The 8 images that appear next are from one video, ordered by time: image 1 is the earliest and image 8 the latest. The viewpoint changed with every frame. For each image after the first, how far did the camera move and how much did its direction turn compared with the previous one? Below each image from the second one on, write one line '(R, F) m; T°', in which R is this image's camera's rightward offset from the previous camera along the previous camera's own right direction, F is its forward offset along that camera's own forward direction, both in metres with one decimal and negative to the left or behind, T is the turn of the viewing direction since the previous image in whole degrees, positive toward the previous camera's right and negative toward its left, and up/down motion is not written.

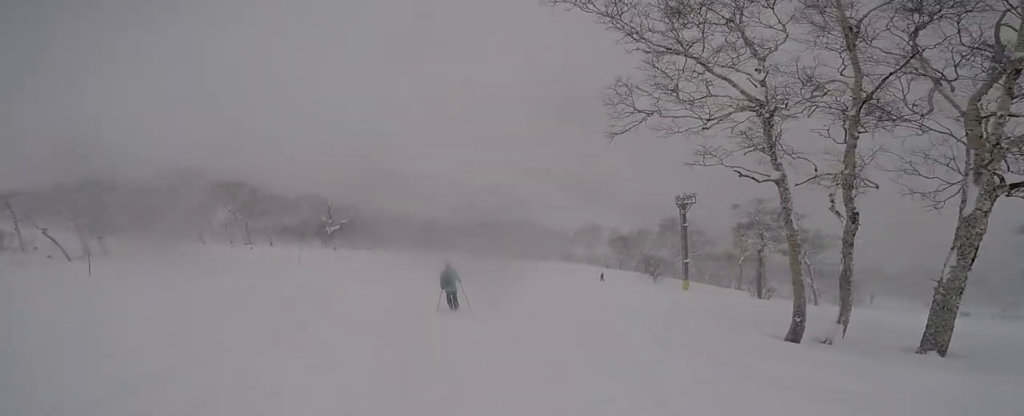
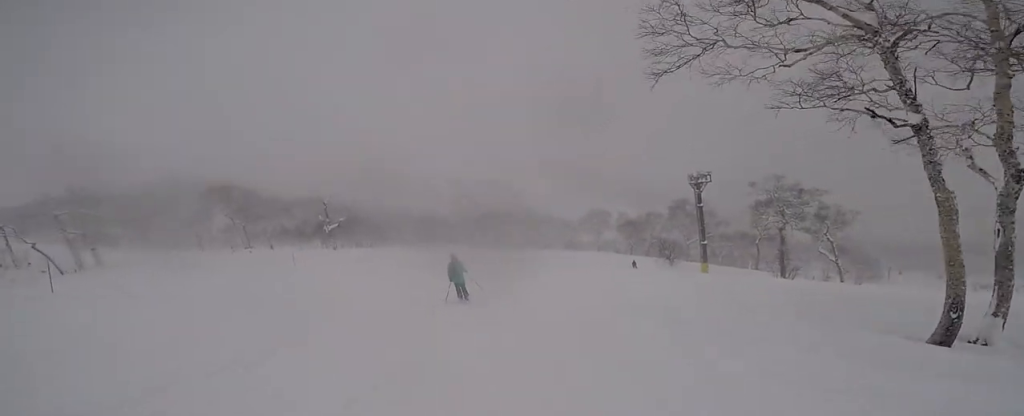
(+0.3, +2.5) m; +1°
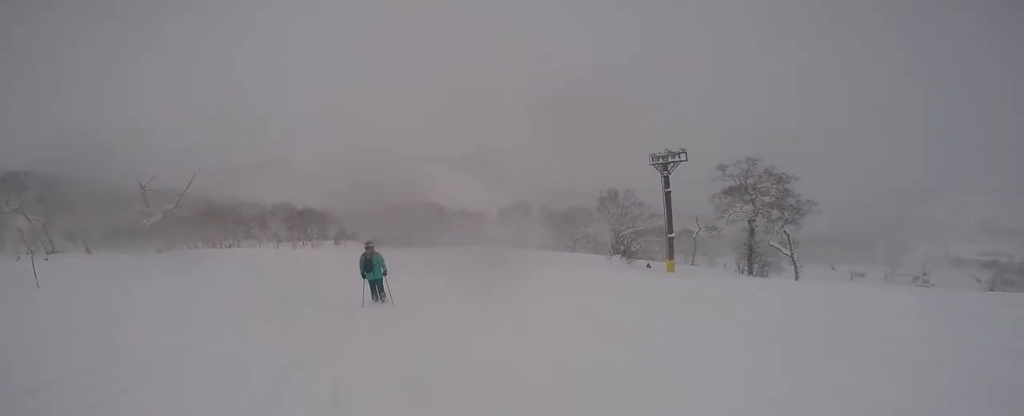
(+0.6, +12.7) m; +6°
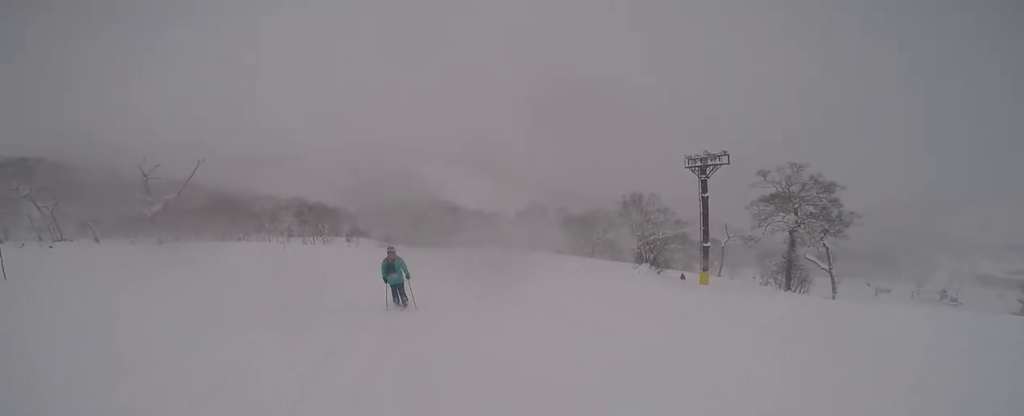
(+0.1, +3.0) m; -6°
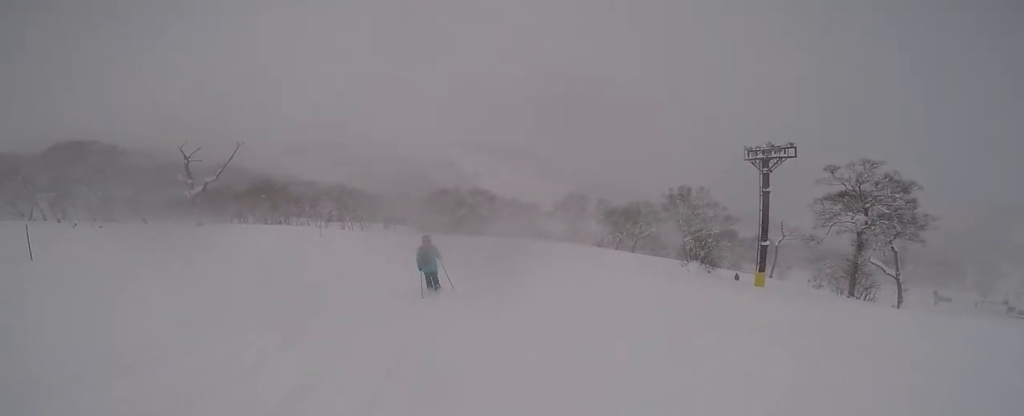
(-0.2, +1.9) m; 0°
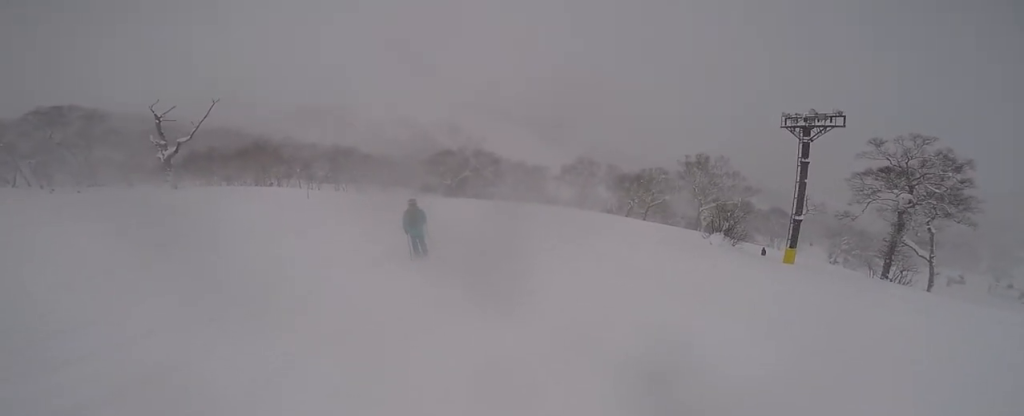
(-0.3, +3.2) m; +1°
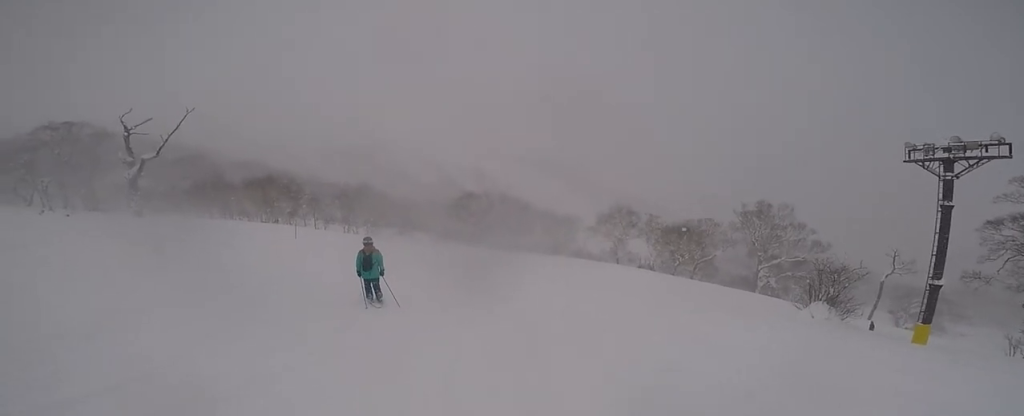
(+1.0, +7.3) m; 0°
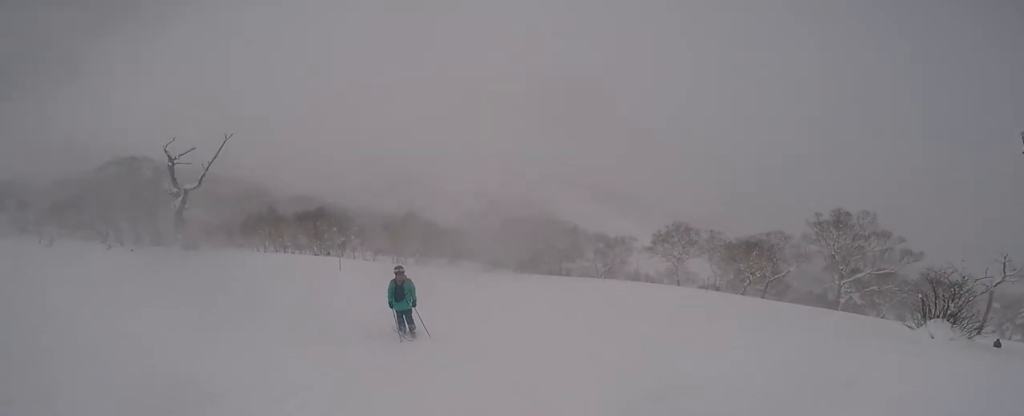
(-0.2, +2.3) m; -8°
